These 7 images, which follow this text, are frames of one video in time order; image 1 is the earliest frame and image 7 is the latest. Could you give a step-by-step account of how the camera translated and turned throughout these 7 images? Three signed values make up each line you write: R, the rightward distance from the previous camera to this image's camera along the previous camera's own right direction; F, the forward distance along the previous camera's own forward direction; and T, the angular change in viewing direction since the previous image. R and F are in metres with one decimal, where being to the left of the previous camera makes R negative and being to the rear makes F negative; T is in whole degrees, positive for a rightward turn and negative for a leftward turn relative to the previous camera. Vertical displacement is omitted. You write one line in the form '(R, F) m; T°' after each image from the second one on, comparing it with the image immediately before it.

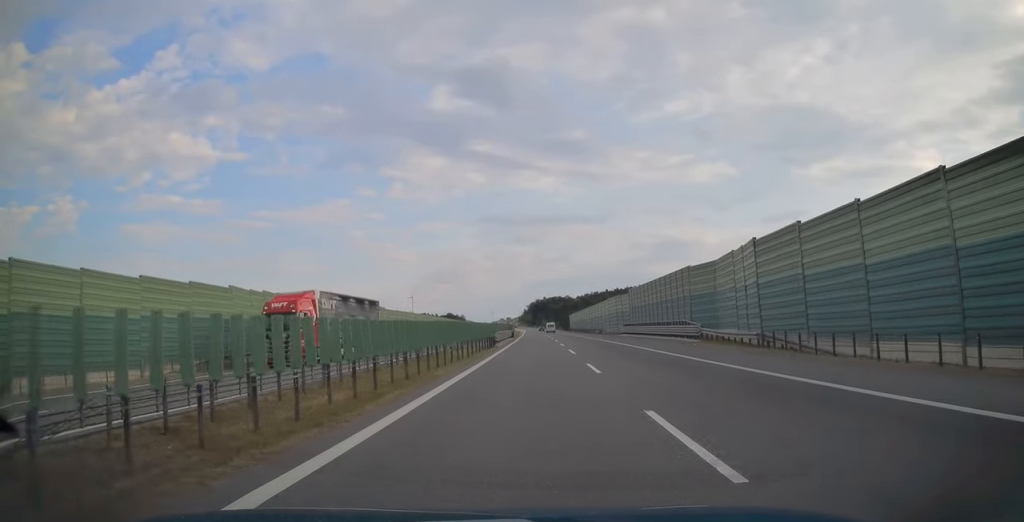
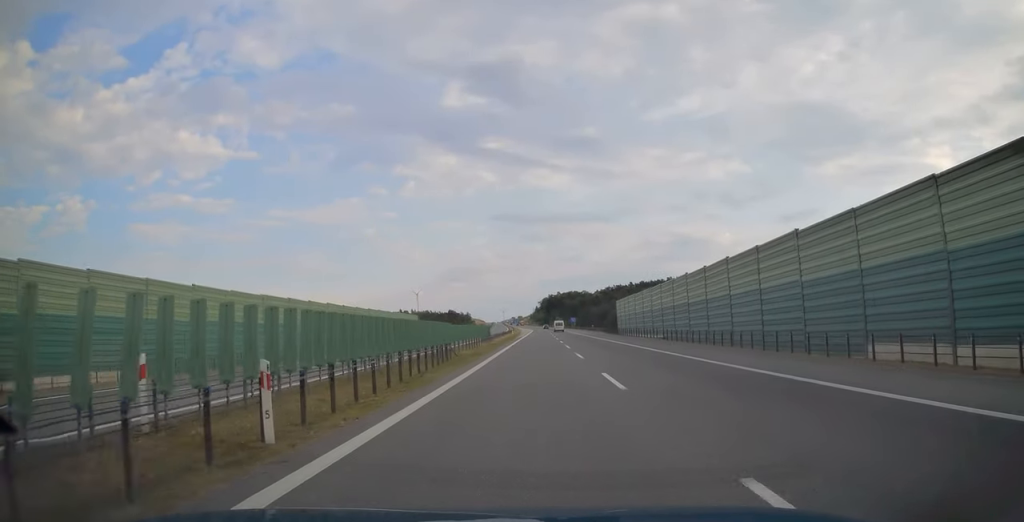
(-1.2, +88.2) m; -1°
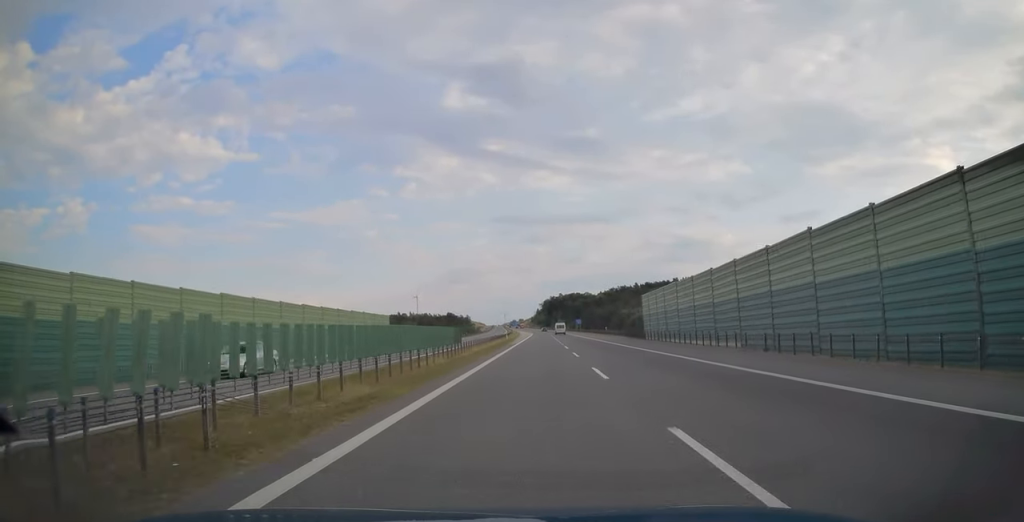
(-0.1, +21.3) m; 0°
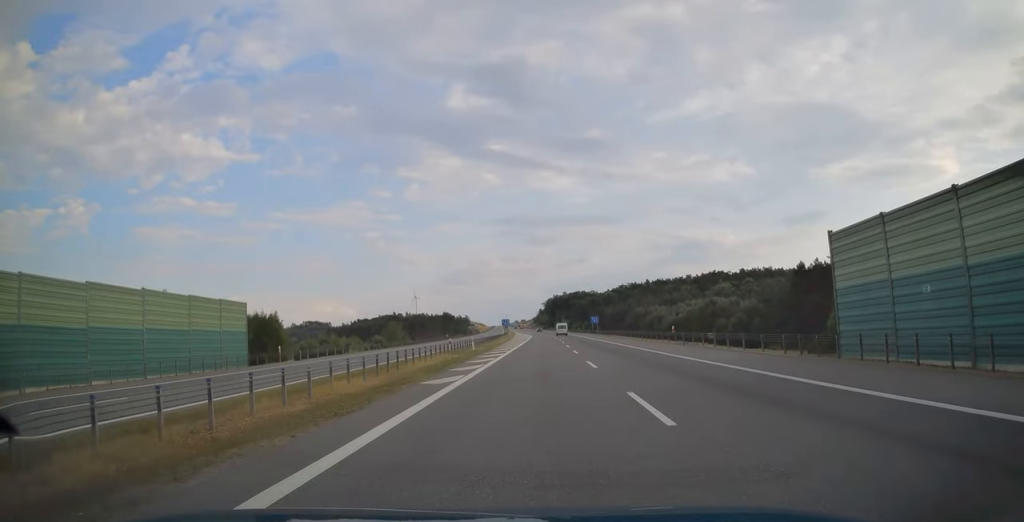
(-0.1, +43.3) m; 0°
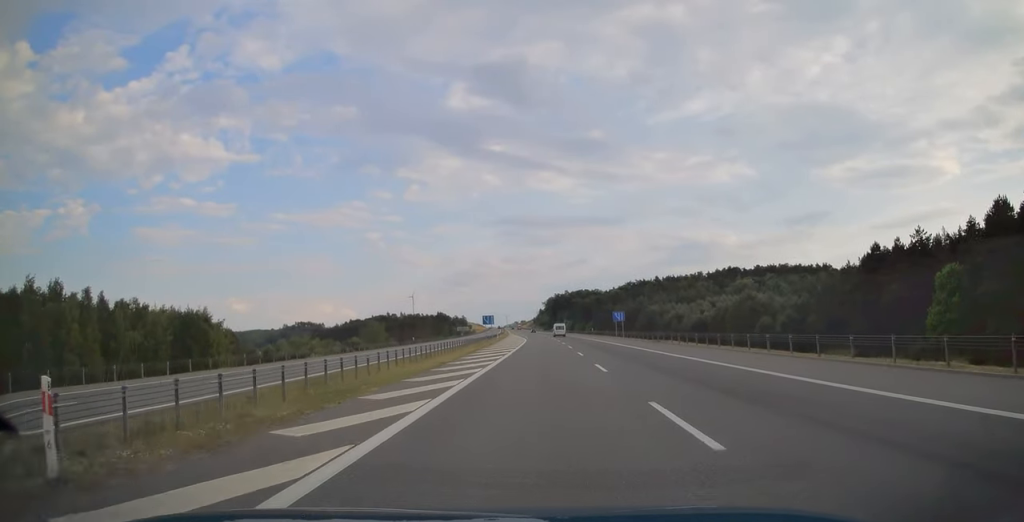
(-0.2, +37.4) m; 0°
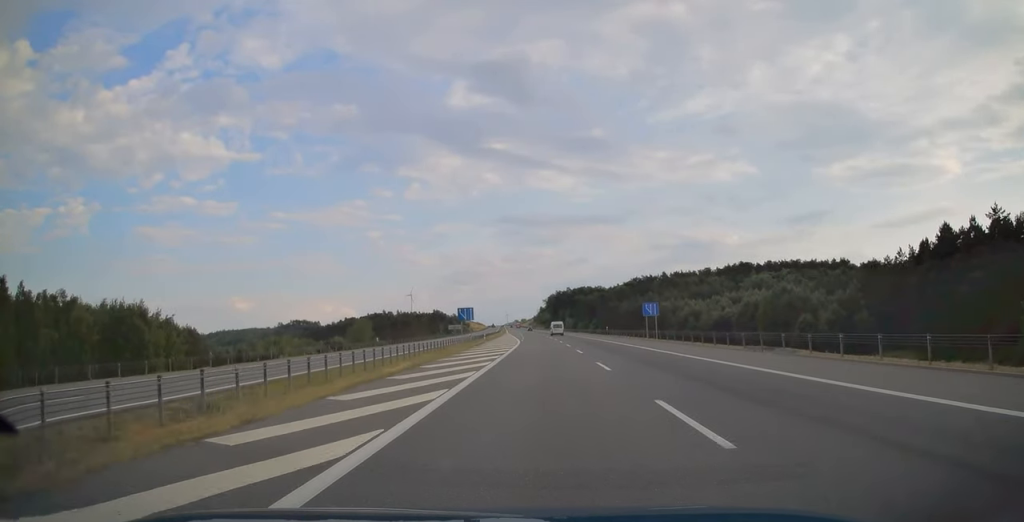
(+0.1, +23.8) m; 0°
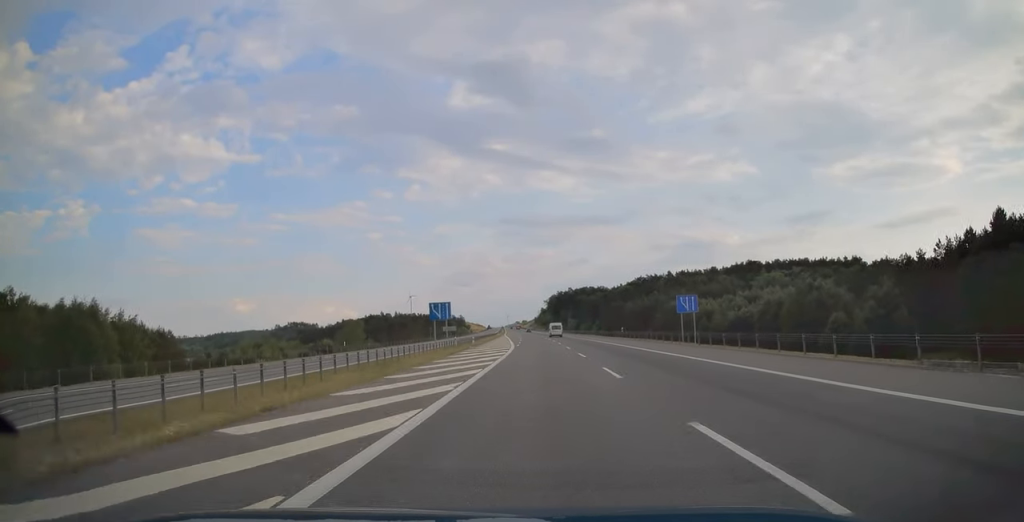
(0.0, +14.4) m; 0°
